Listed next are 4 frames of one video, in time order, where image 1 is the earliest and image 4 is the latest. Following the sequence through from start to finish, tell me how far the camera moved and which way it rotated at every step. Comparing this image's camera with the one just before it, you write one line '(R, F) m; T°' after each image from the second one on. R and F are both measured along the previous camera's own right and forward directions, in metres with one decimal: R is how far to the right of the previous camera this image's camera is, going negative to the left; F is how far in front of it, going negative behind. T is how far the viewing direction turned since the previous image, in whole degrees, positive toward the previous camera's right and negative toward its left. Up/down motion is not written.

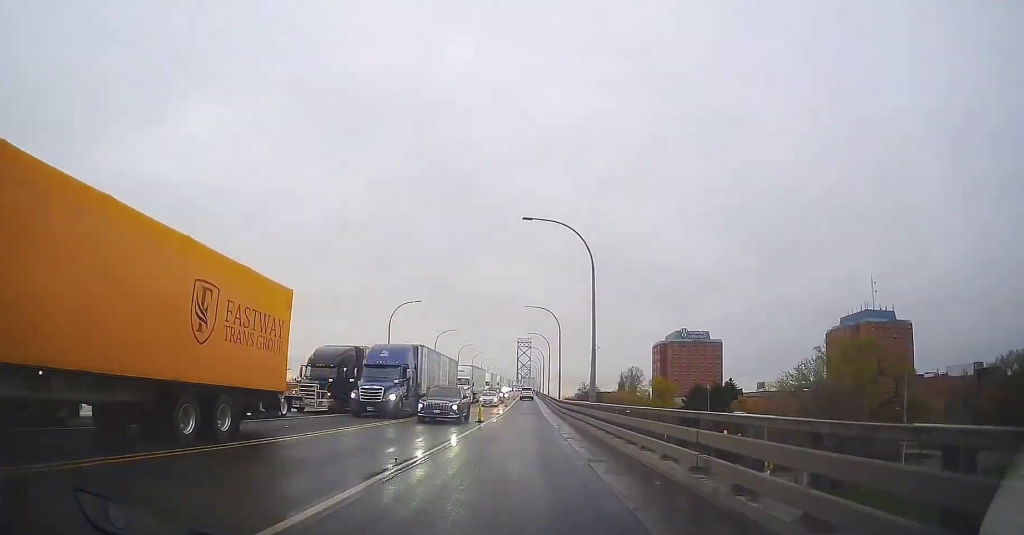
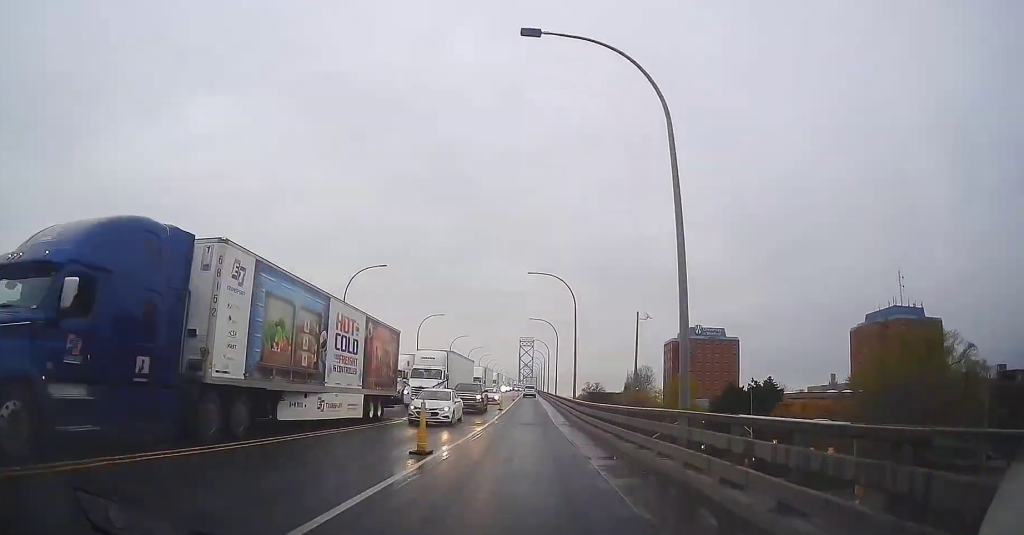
(+0.6, +16.5) m; +2°
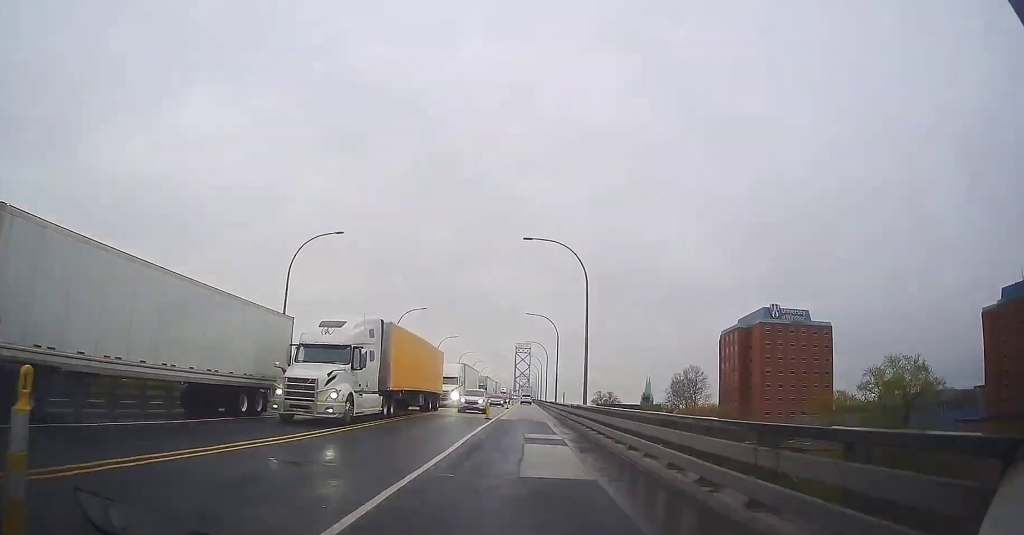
(+1.1, +68.0) m; +1°
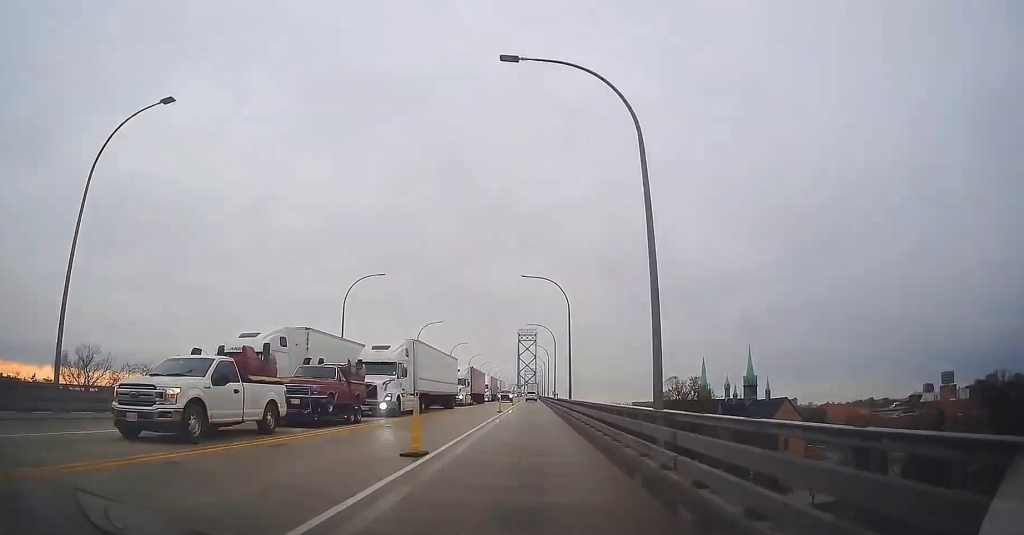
(-0.1, +135.1) m; 0°
